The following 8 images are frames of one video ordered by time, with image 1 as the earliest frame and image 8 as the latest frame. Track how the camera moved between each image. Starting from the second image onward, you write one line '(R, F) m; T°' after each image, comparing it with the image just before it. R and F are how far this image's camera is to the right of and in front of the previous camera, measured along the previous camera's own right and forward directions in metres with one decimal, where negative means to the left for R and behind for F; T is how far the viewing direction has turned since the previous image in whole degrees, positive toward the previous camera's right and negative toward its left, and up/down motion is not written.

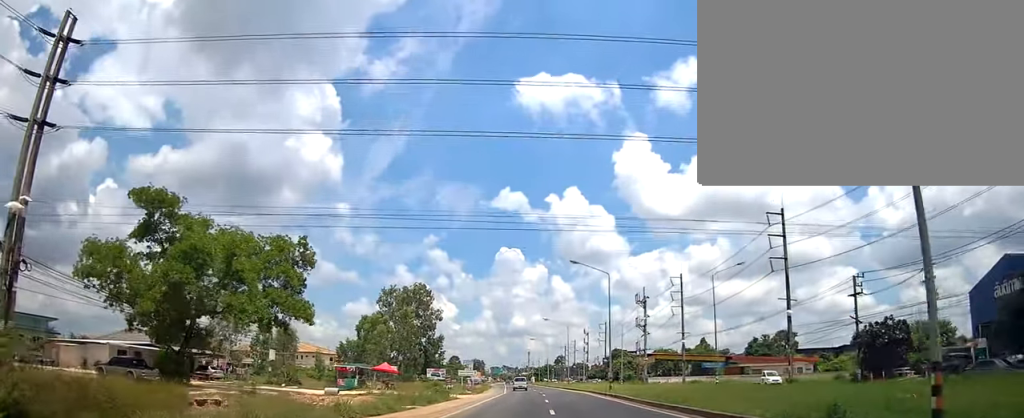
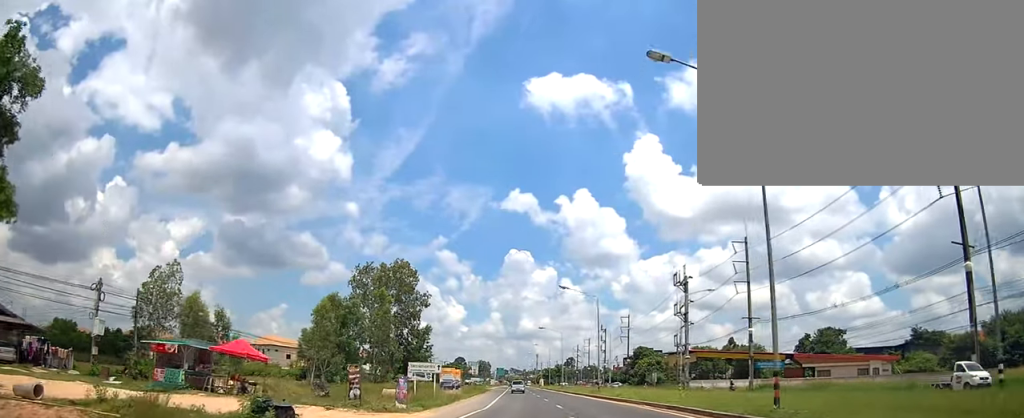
(-0.4, +29.4) m; 0°
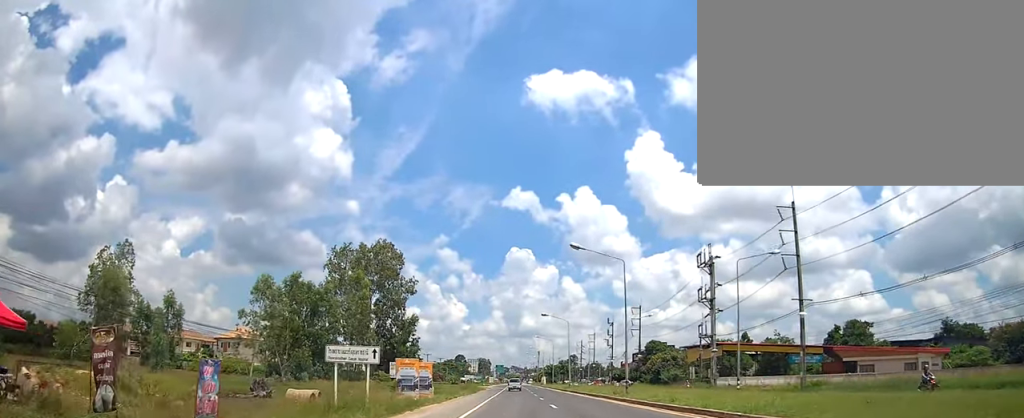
(+0.2, +14.7) m; 0°
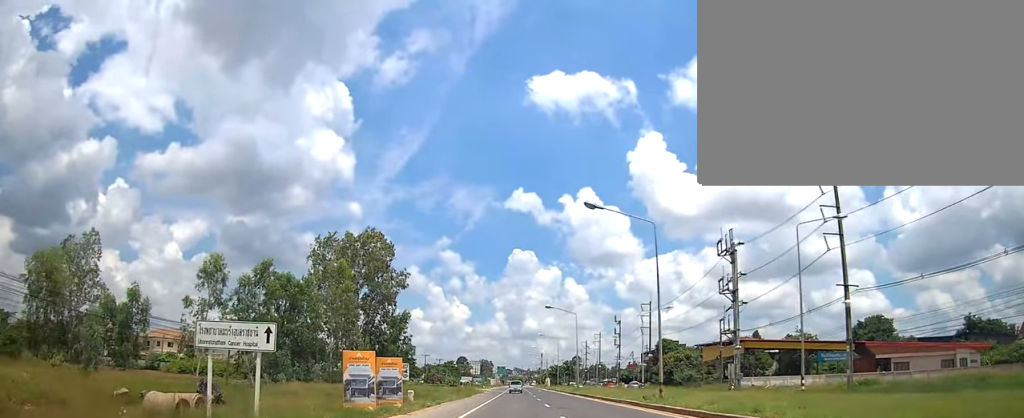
(+0.3, +9.0) m; 0°
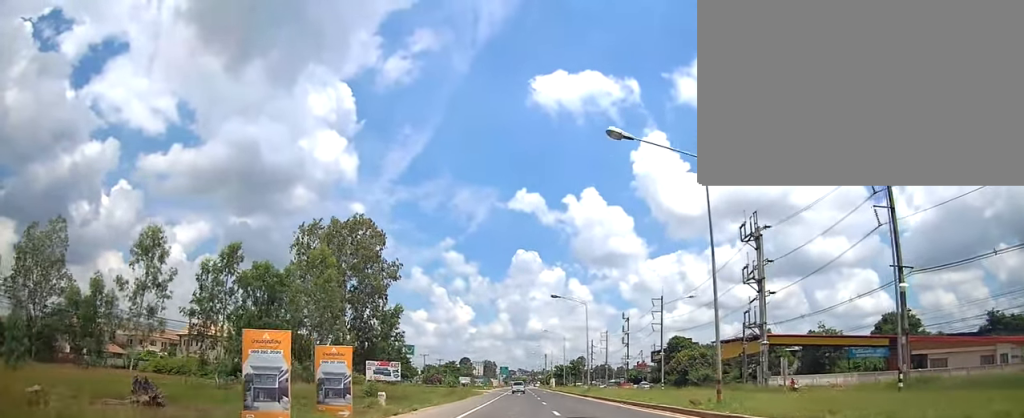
(-0.3, +8.1) m; -1°
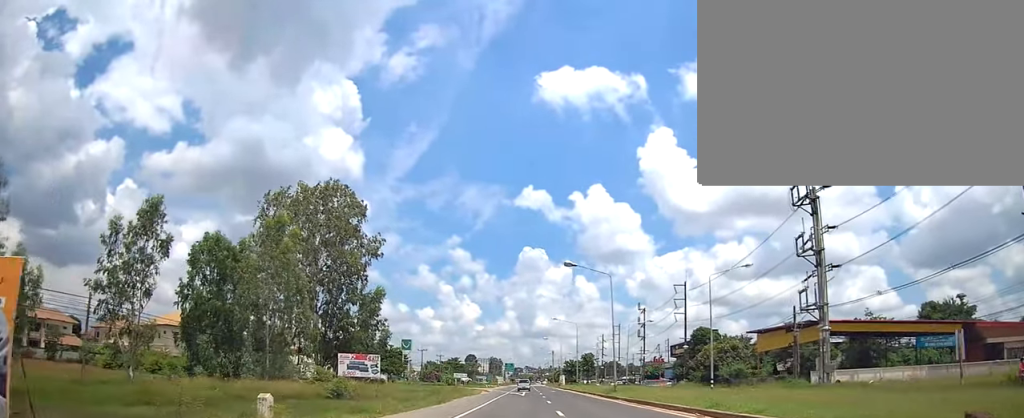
(-0.3, +13.9) m; -2°
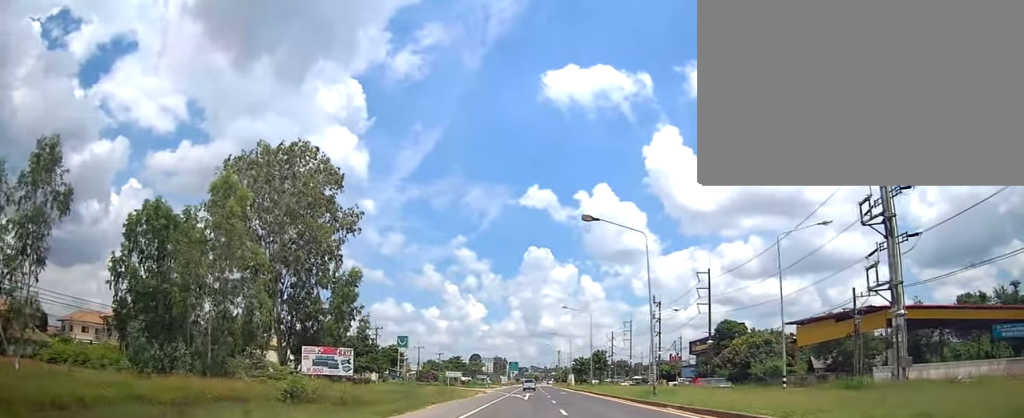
(-0.1, +11.8) m; -1°
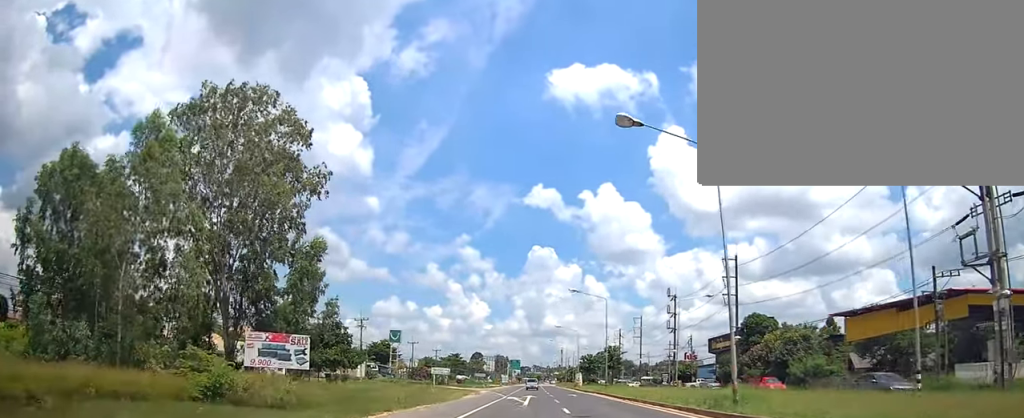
(0.0, +11.5) m; 0°
